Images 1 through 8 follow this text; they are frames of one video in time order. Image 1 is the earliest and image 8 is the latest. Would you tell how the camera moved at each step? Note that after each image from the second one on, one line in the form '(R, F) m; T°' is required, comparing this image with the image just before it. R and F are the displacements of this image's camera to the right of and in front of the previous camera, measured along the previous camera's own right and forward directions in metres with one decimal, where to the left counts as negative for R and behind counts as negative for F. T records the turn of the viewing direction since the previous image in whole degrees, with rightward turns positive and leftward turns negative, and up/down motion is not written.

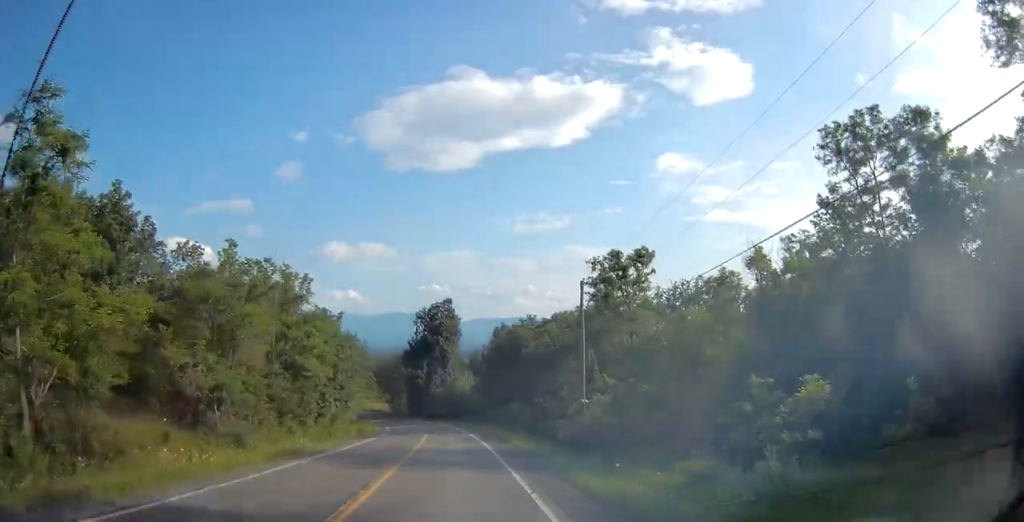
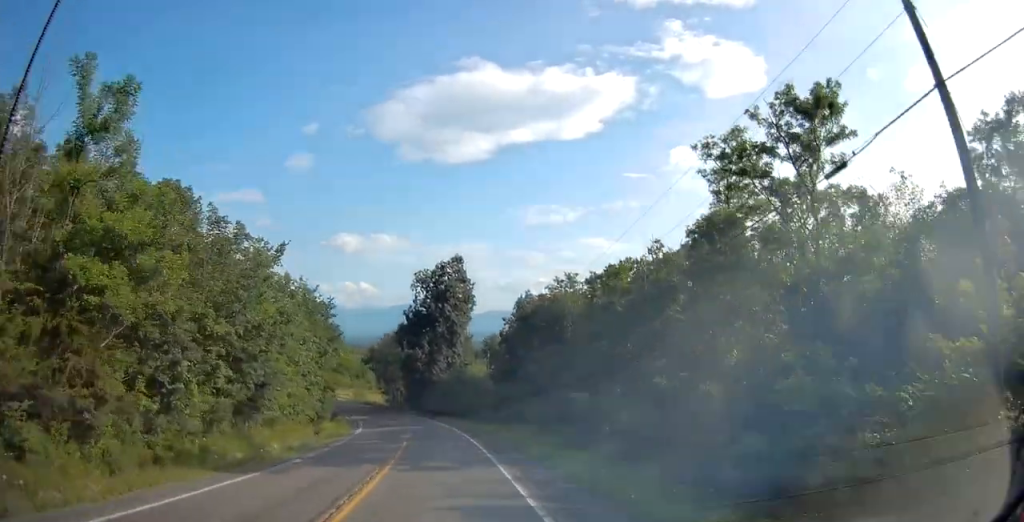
(-0.1, +24.4) m; -2°
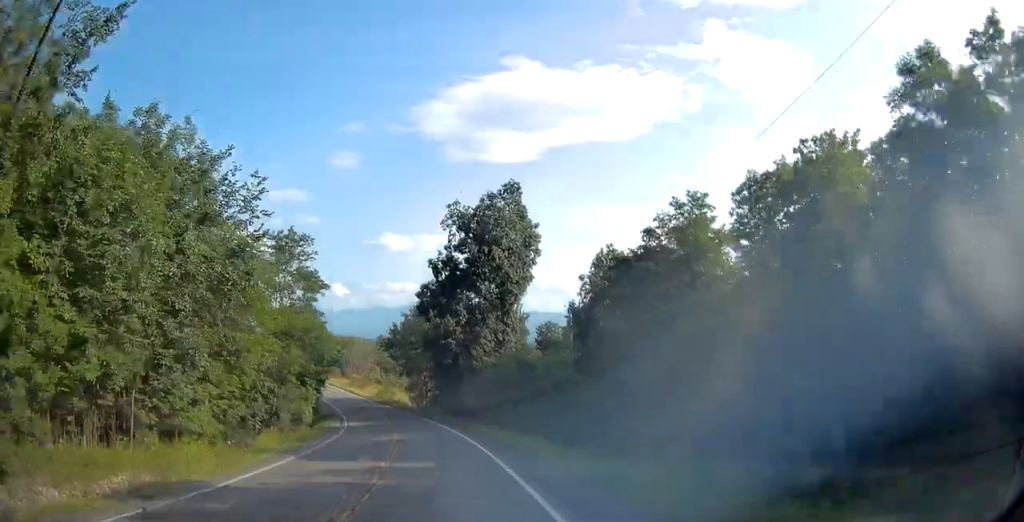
(-0.6, +25.9) m; -3°
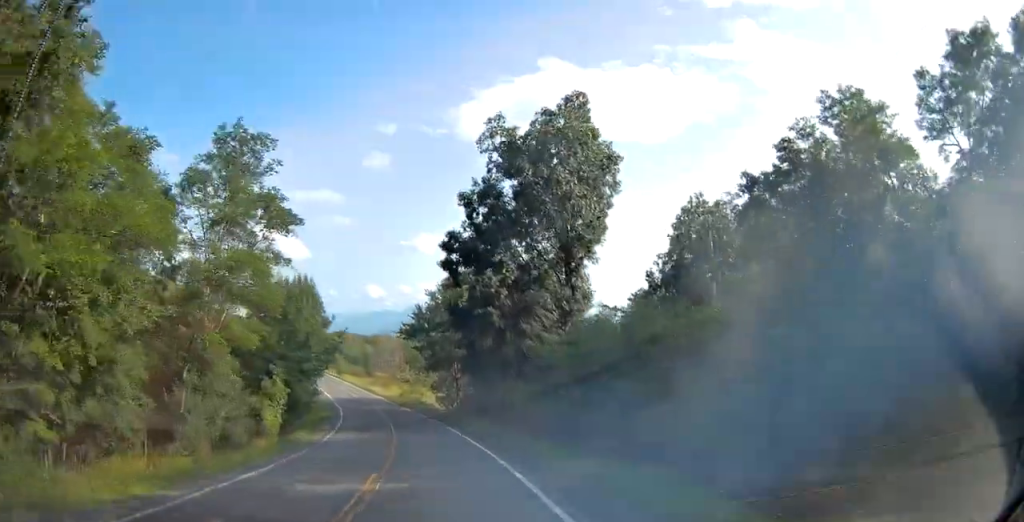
(-0.1, +15.8) m; -3°
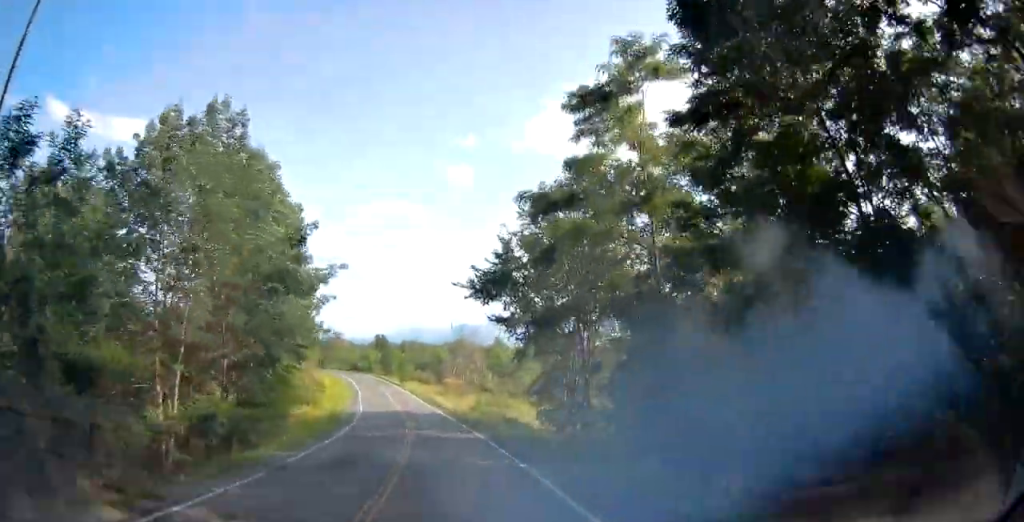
(-2.3, +29.6) m; -8°
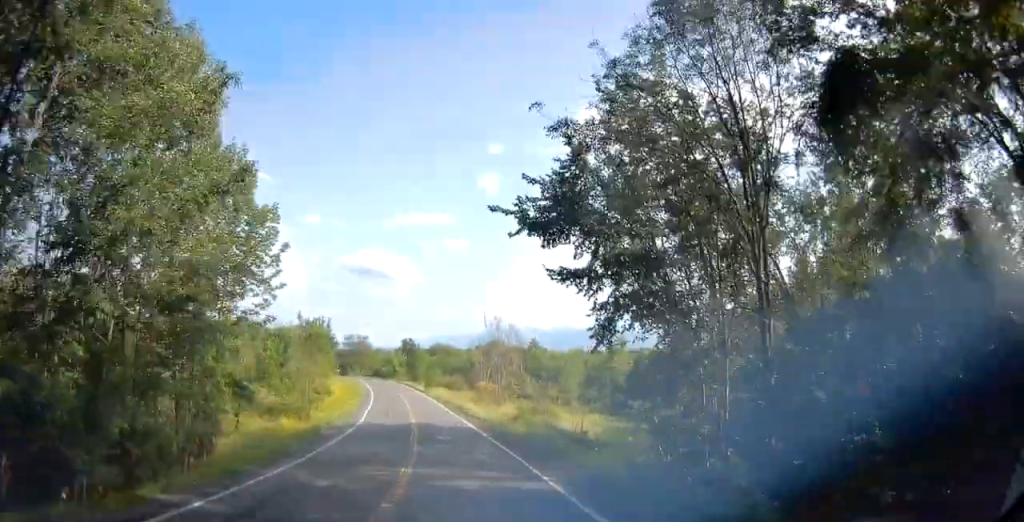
(-0.3, +13.9) m; -3°
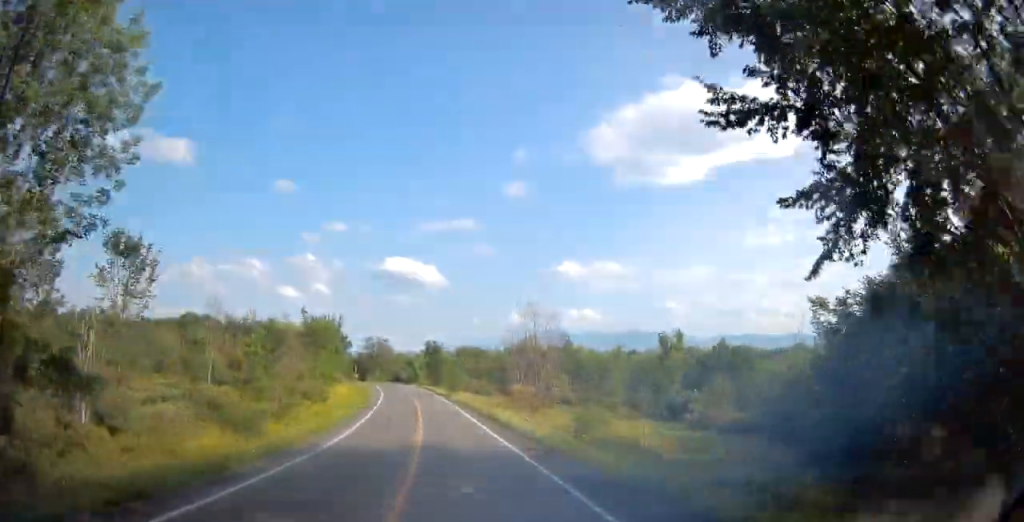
(-0.4, +13.7) m; -3°
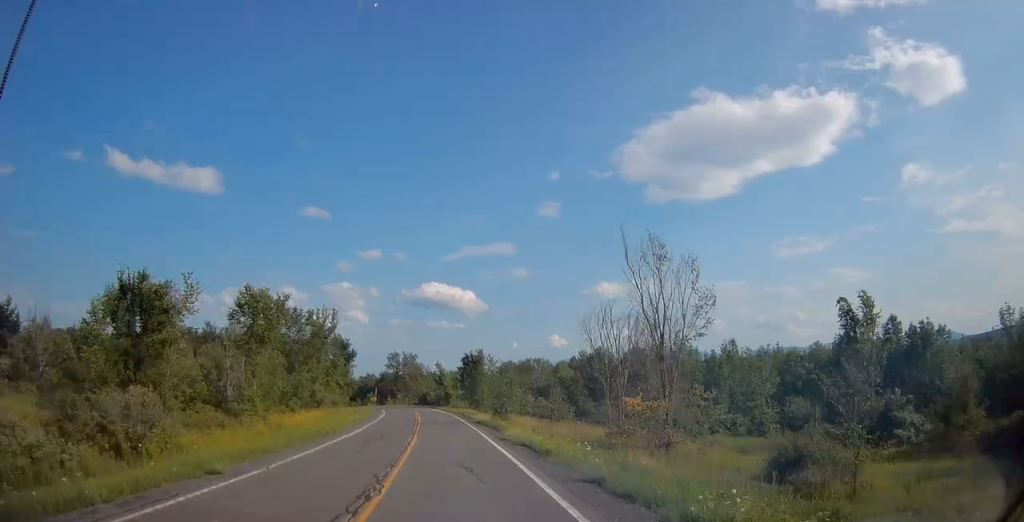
(-1.6, +33.9) m; -5°
